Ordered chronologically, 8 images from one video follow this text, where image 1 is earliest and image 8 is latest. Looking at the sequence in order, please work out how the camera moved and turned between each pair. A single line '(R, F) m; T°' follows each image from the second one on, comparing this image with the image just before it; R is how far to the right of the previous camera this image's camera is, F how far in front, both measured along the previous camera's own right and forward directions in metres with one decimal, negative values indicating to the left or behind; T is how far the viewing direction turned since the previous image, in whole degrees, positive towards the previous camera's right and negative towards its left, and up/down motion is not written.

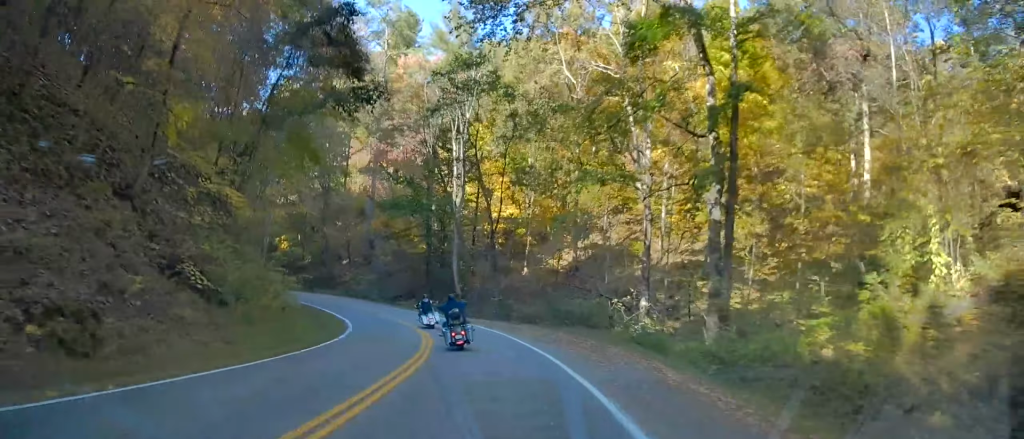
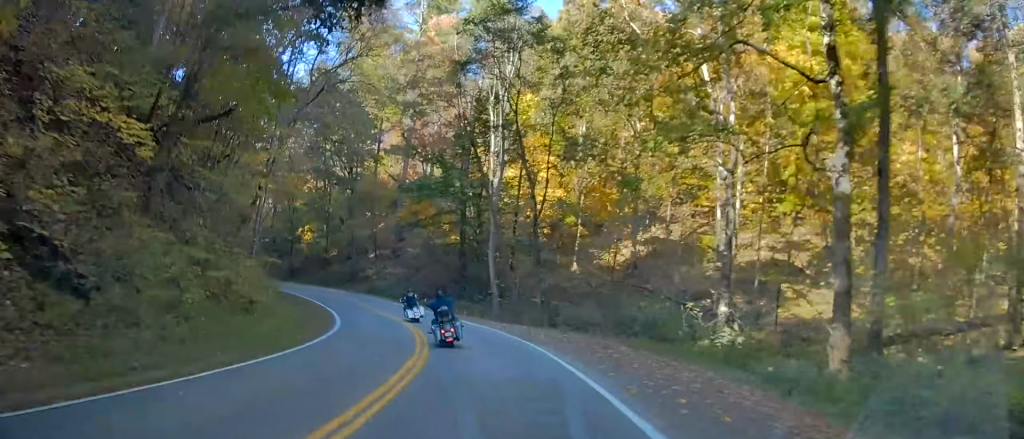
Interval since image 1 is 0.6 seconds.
(+0.1, +9.3) m; -4°
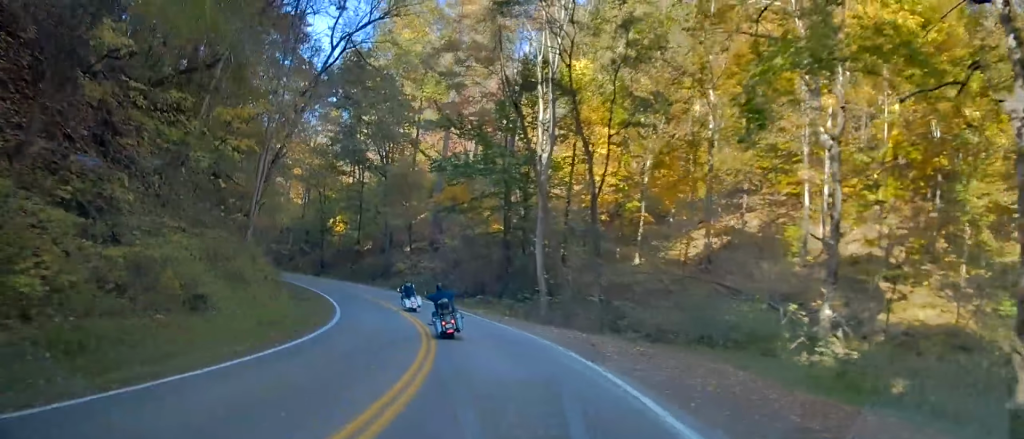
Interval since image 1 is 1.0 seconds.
(-0.7, +7.7) m; -4°
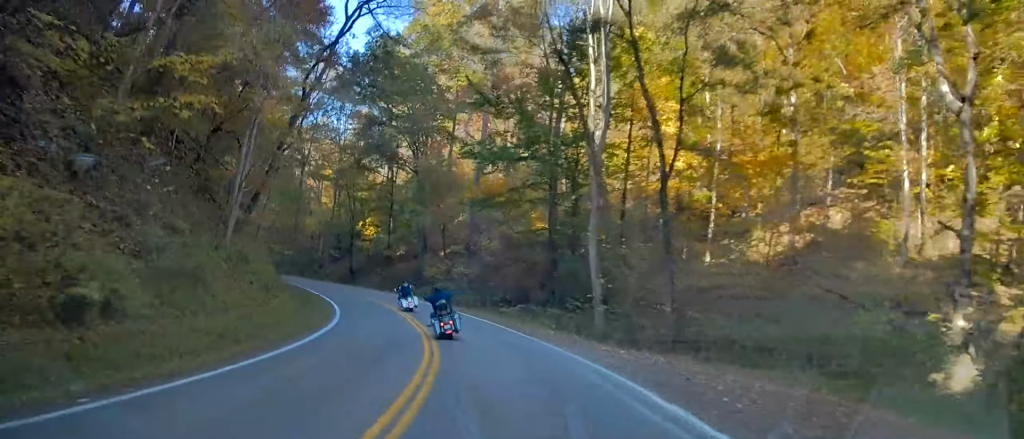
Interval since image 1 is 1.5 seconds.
(-0.2, +7.2) m; -3°
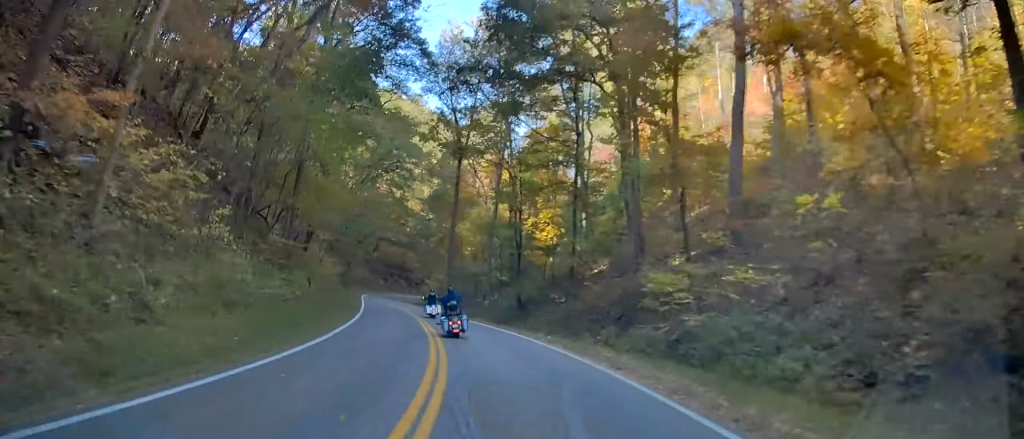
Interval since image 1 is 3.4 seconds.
(-4.2, +32.2) m; -14°
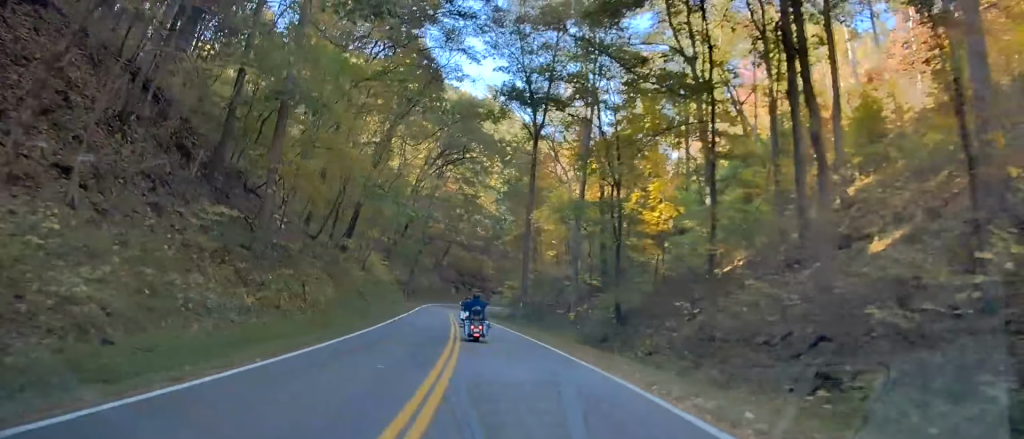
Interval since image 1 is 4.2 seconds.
(-0.6, +14.7) m; -6°
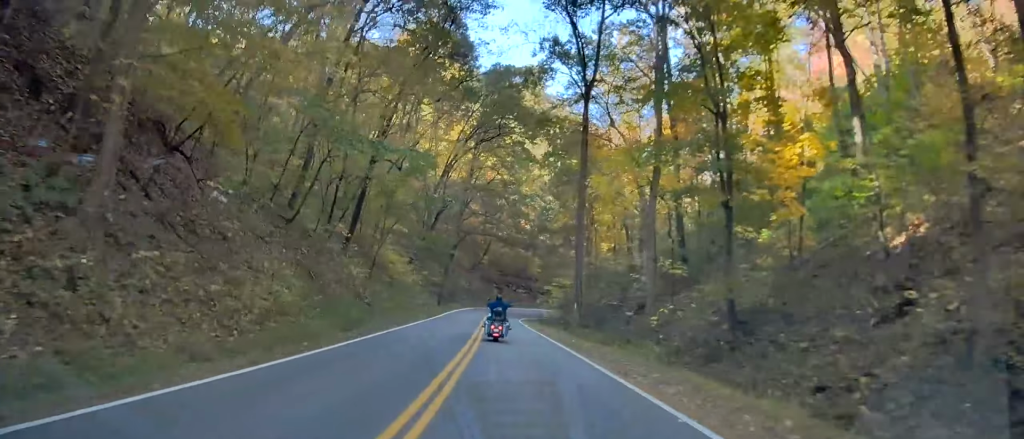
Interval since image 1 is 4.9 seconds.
(-0.5, +13.0) m; -4°
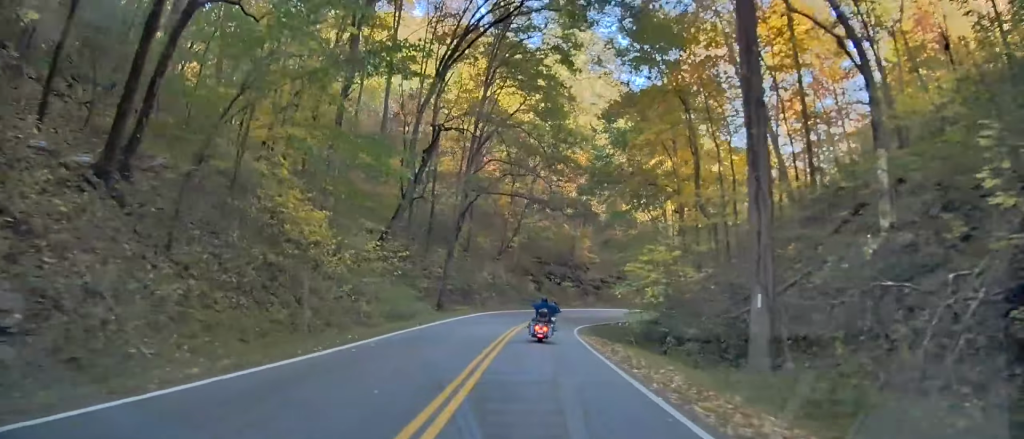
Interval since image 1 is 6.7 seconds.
(-1.0, +31.2) m; -1°
